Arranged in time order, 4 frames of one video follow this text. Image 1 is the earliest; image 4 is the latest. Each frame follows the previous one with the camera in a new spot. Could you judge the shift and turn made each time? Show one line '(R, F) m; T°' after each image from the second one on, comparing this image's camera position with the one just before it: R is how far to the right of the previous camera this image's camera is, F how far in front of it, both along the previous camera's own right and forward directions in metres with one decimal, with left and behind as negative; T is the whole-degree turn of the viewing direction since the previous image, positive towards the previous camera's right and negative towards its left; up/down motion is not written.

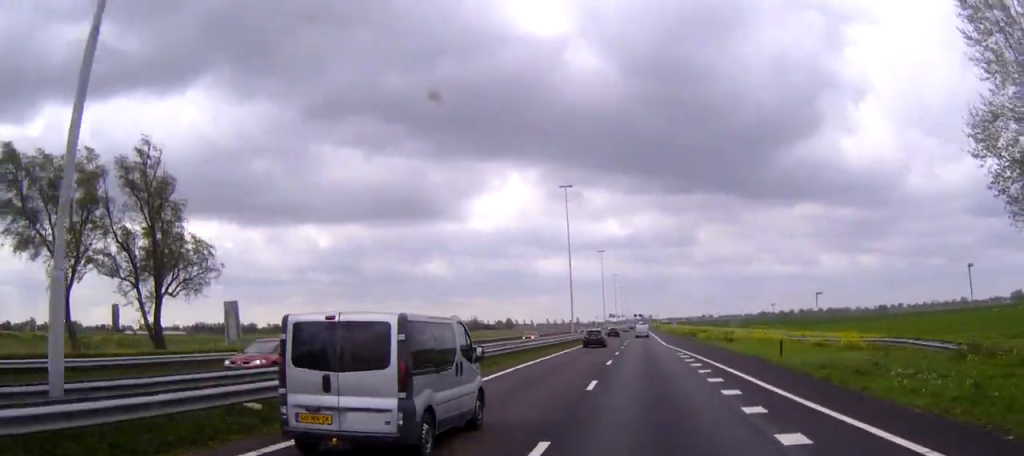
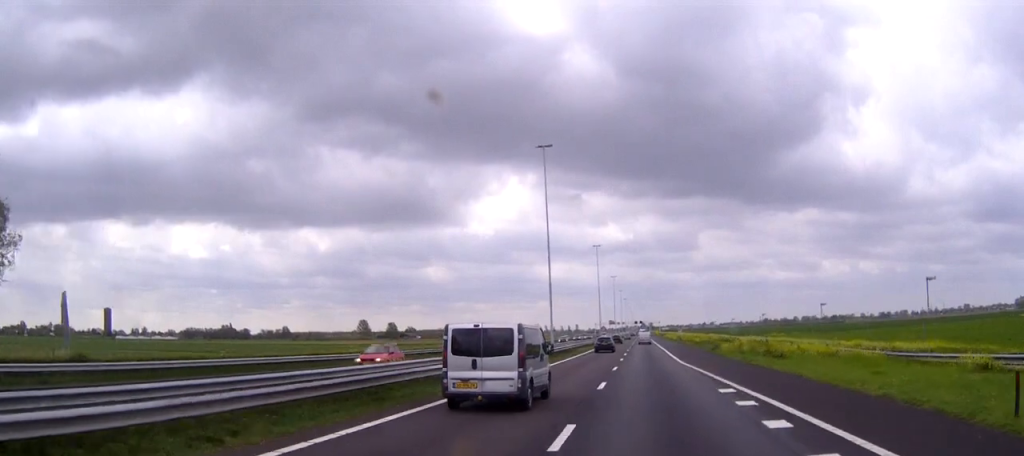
(-0.1, +21.4) m; 0°
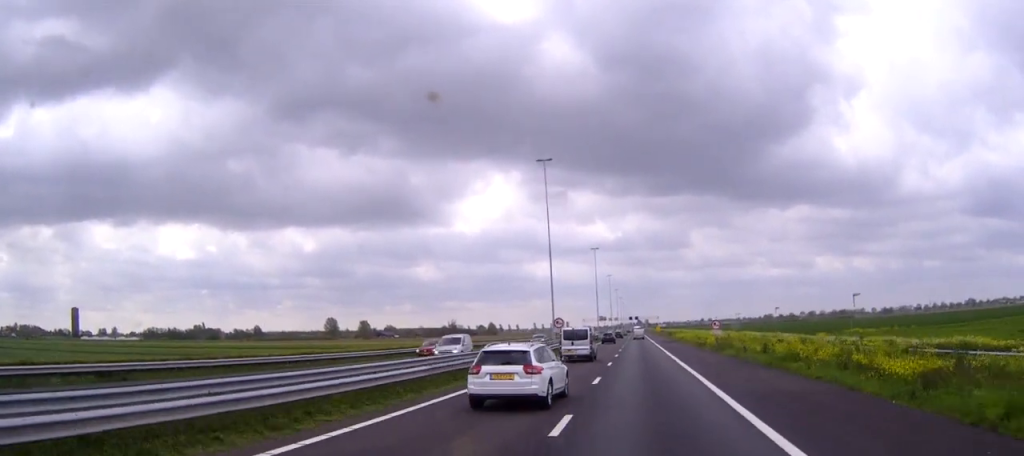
(+0.5, +70.3) m; 0°
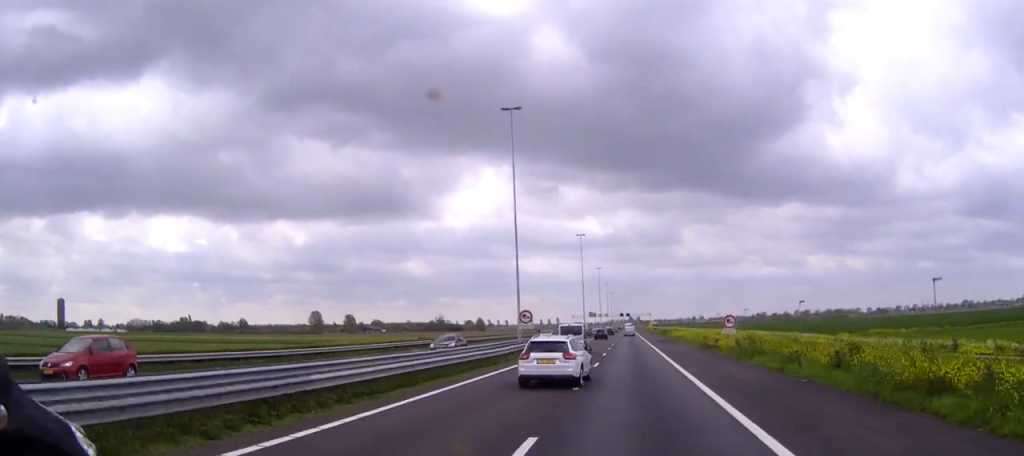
(0.0, +15.6) m; 0°
